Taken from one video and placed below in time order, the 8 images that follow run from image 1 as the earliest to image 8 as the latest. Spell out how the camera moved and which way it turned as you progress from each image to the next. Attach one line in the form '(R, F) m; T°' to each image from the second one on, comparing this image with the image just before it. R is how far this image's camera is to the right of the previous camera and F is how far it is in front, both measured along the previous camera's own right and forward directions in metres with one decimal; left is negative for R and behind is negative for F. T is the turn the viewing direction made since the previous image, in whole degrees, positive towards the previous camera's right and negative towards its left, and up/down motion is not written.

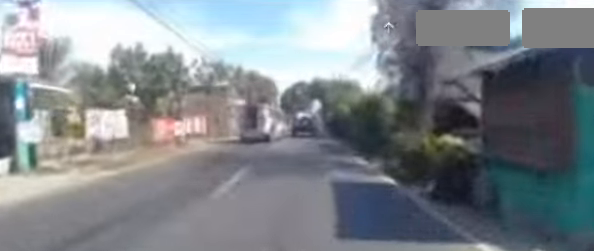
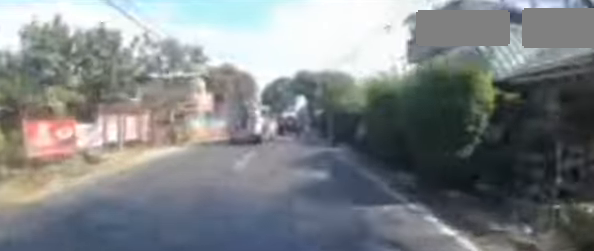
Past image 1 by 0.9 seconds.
(+0.1, +6.2) m; -2°
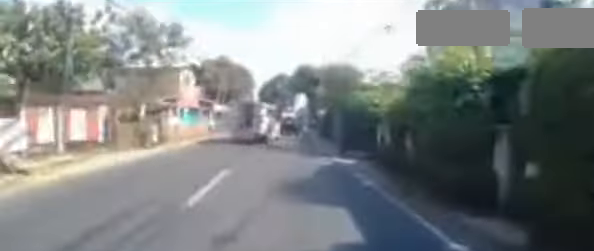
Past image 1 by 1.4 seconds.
(-0.1, +3.2) m; +1°
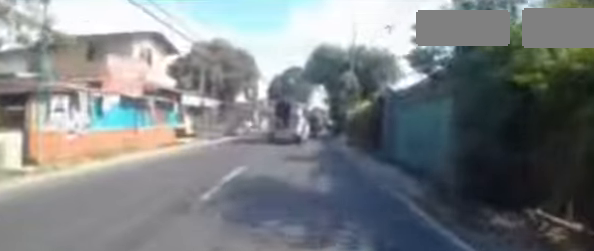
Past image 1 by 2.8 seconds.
(+0.6, +9.0) m; +4°
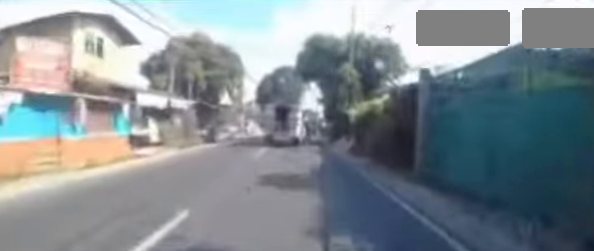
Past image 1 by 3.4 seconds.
(-0.1, +3.4) m; -2°
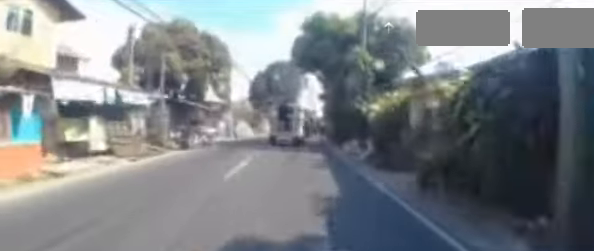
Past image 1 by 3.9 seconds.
(-0.3, +3.4) m; -3°
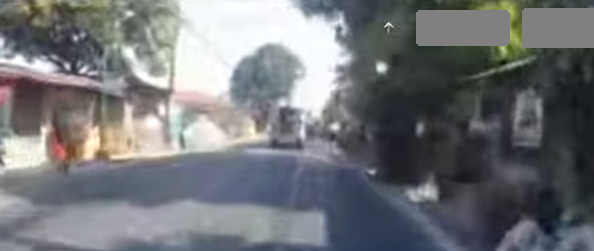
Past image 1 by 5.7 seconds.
(+0.1, +11.0) m; 0°
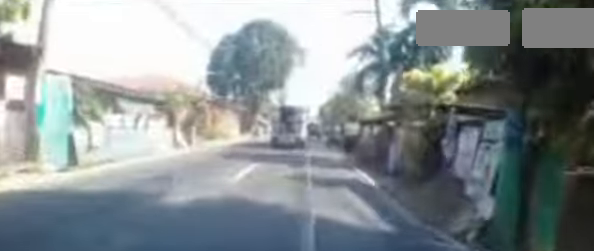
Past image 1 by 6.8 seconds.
(-0.3, +7.4) m; -1°
